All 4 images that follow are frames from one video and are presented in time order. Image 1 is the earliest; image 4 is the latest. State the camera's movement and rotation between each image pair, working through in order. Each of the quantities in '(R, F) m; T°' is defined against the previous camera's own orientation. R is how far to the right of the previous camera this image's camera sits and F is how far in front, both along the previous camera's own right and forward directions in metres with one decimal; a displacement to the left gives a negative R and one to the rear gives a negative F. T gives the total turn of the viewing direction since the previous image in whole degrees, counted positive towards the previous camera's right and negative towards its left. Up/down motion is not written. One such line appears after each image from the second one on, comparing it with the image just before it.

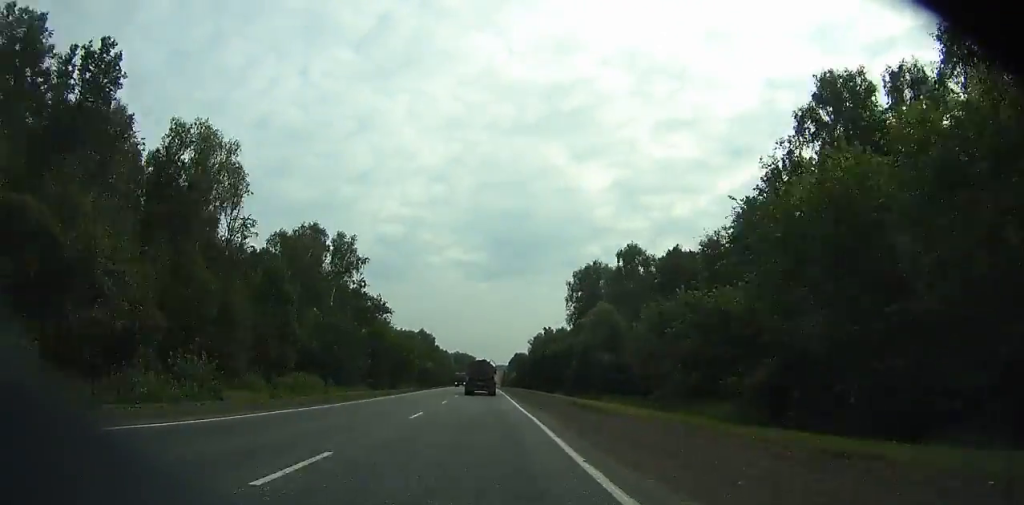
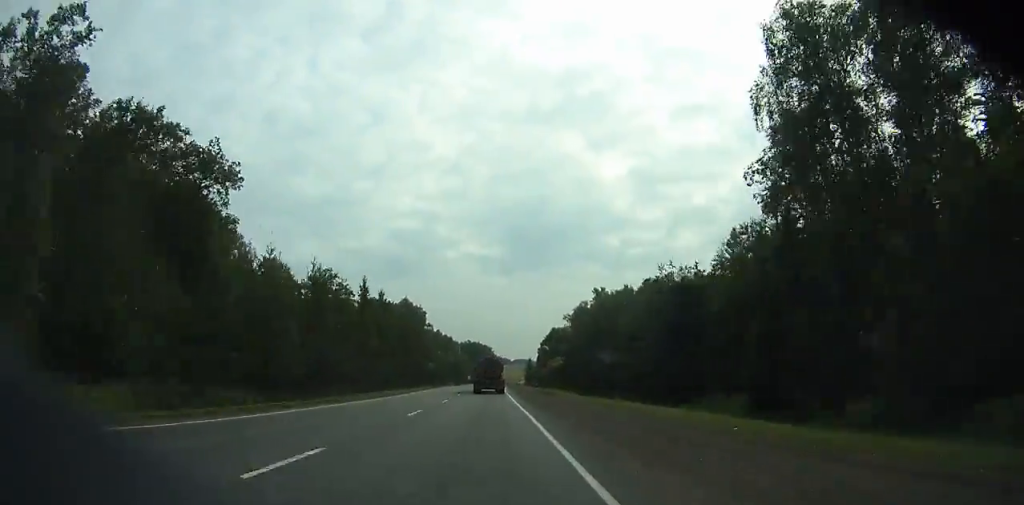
(-0.5, +94.2) m; -1°
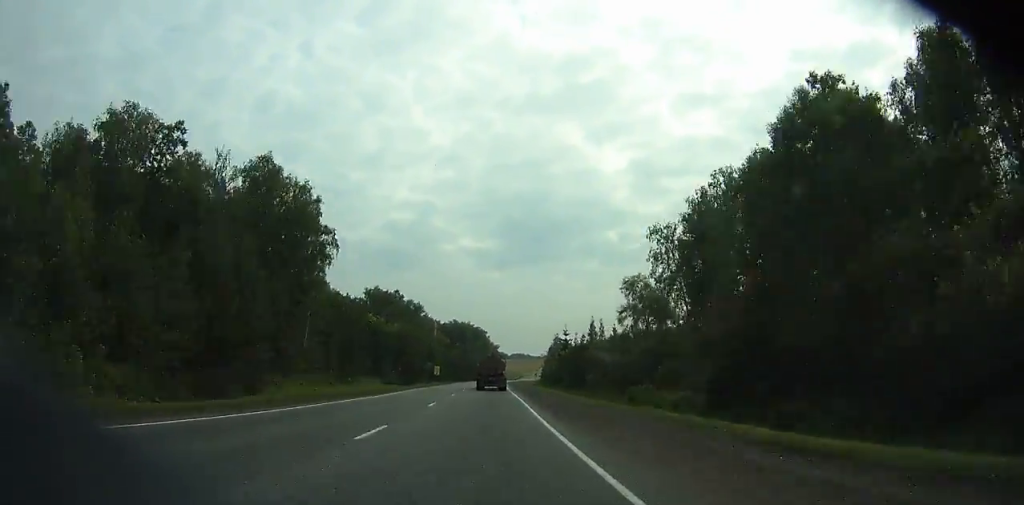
(-1.3, +115.2) m; 0°
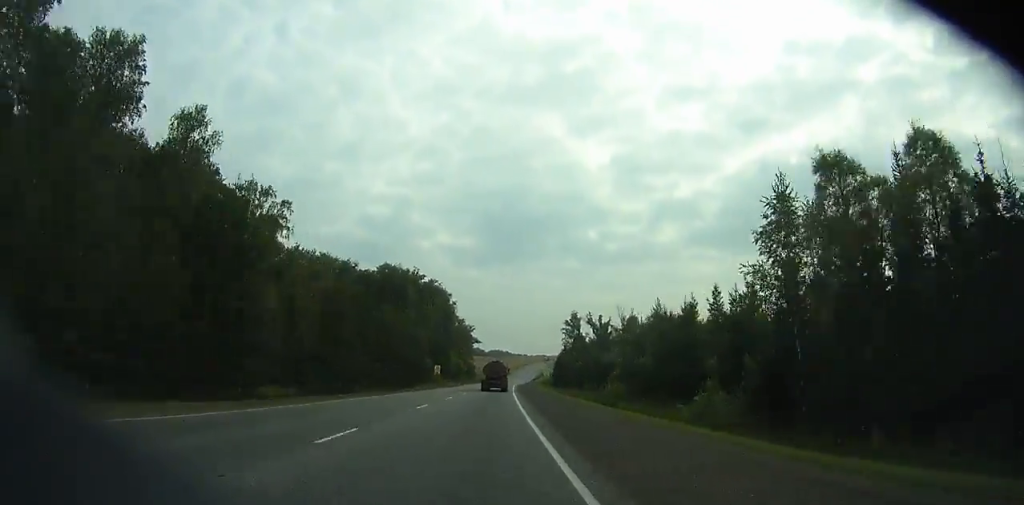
(+2.2, +142.9) m; +1°
